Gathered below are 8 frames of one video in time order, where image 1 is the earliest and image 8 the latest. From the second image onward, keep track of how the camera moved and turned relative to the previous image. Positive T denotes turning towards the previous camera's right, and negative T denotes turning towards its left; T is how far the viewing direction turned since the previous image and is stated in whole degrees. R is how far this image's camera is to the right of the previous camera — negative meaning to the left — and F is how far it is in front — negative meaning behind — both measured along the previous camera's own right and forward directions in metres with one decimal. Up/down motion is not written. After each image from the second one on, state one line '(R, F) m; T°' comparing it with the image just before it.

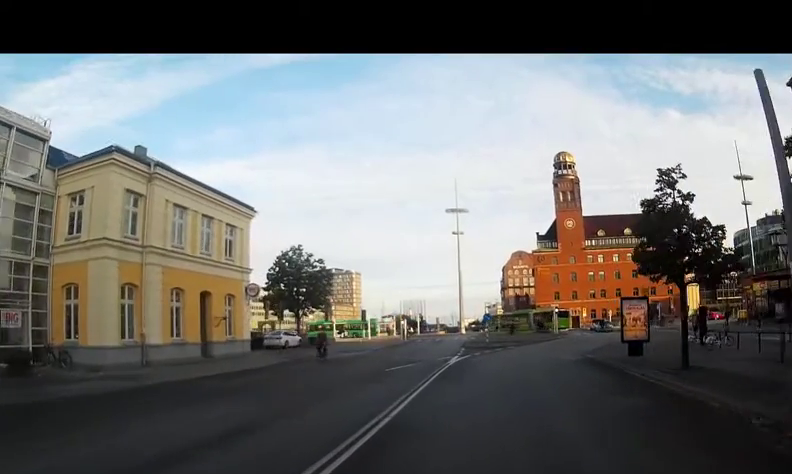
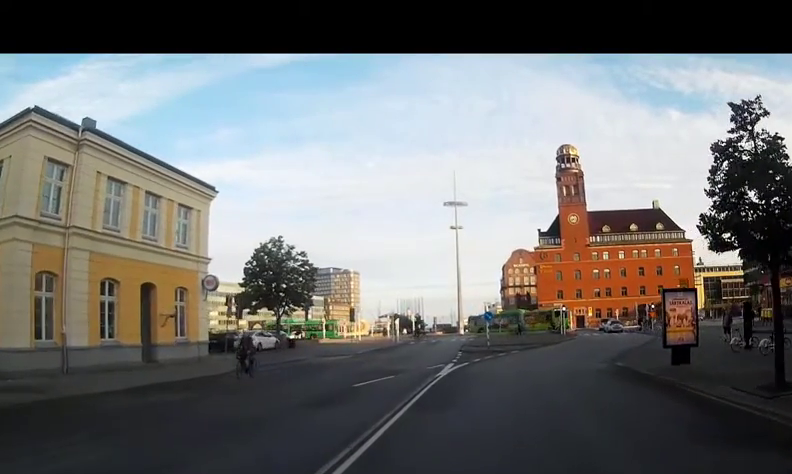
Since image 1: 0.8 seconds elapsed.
(-0.1, +5.3) m; +1°
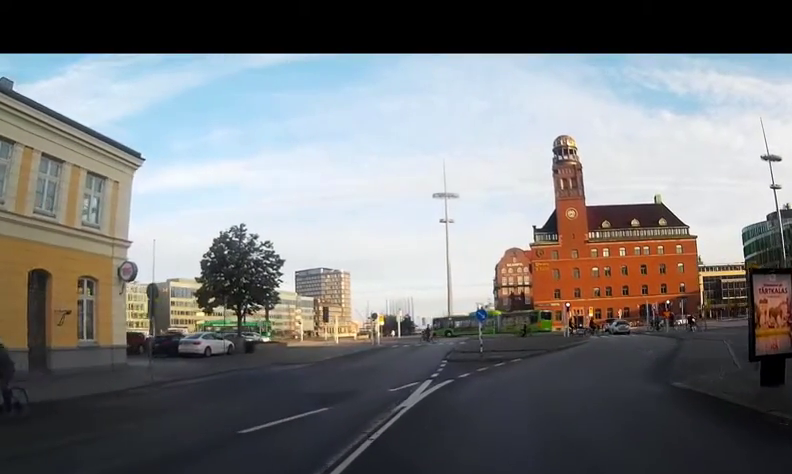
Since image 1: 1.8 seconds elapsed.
(+0.2, +6.6) m; +2°
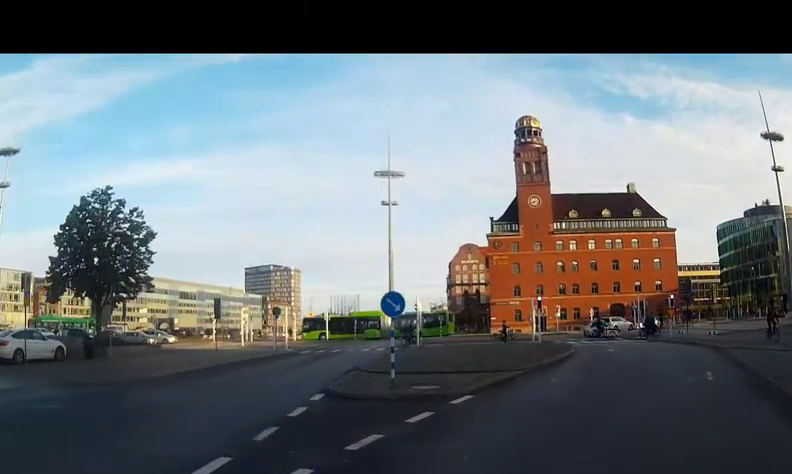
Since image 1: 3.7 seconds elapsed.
(-0.2, +12.7) m; +2°
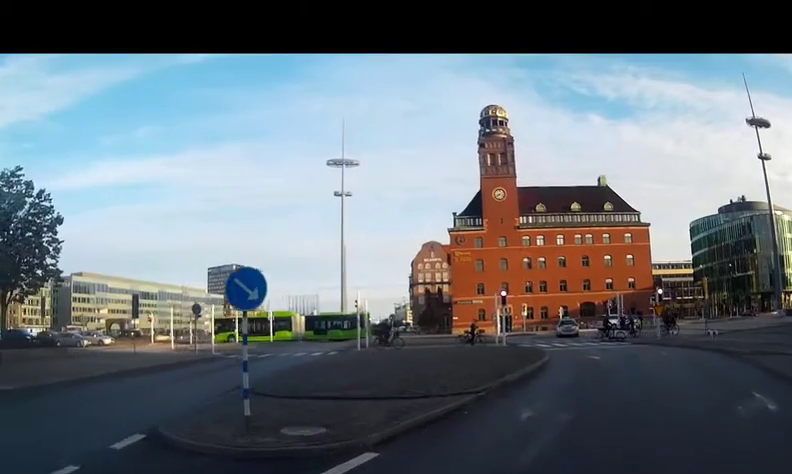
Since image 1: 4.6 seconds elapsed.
(+0.4, +5.6) m; +8°
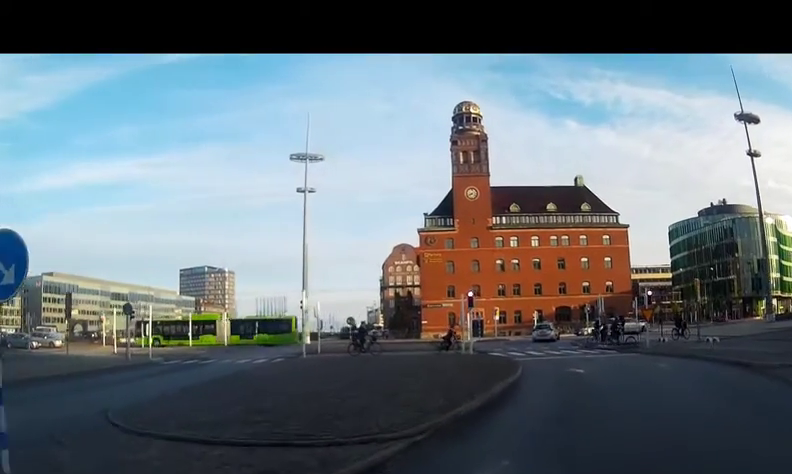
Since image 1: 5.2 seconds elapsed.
(+0.2, +3.9) m; +4°
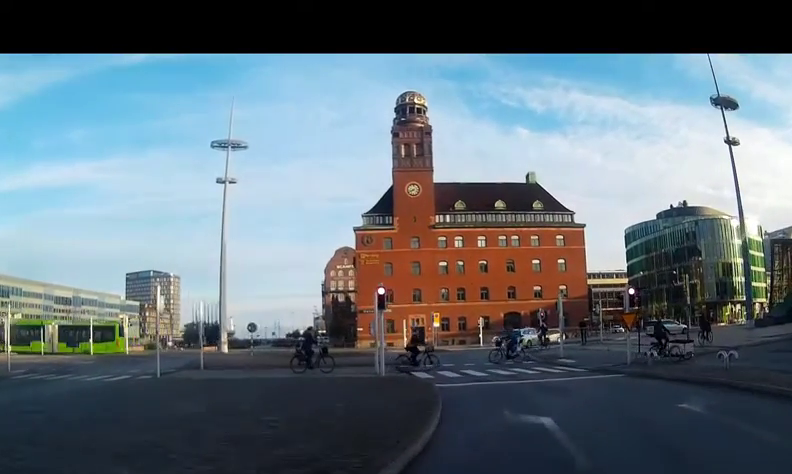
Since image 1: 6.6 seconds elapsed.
(+0.6, +8.1) m; +6°
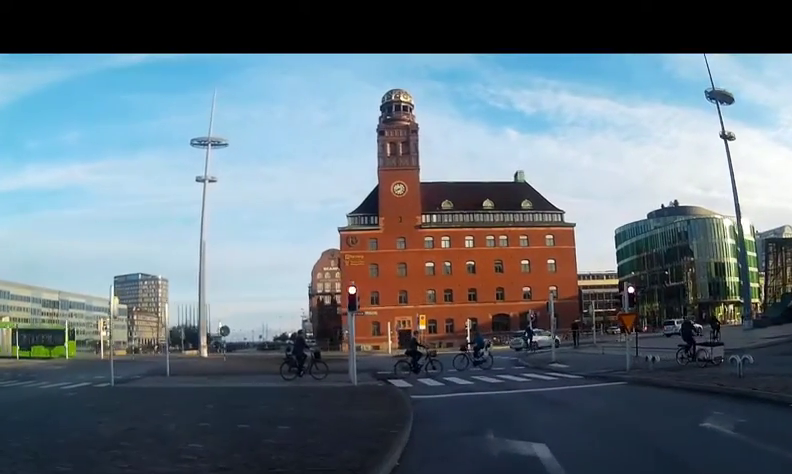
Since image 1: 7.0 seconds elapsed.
(0.0, +2.2) m; +1°
